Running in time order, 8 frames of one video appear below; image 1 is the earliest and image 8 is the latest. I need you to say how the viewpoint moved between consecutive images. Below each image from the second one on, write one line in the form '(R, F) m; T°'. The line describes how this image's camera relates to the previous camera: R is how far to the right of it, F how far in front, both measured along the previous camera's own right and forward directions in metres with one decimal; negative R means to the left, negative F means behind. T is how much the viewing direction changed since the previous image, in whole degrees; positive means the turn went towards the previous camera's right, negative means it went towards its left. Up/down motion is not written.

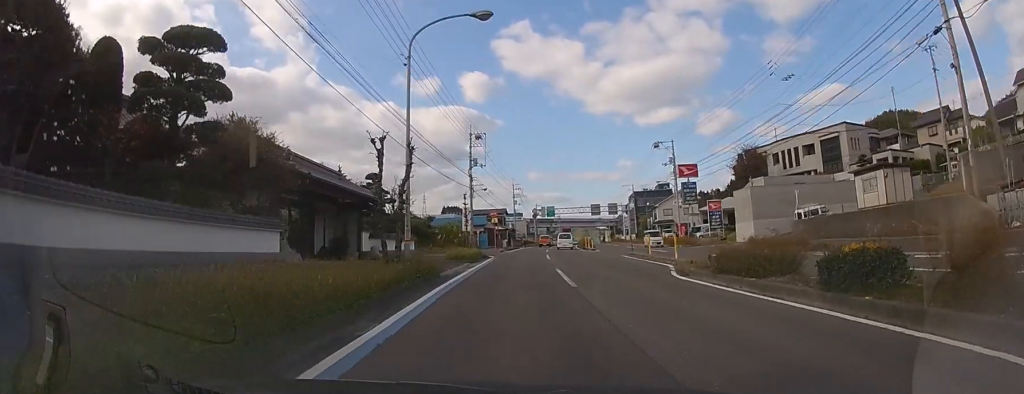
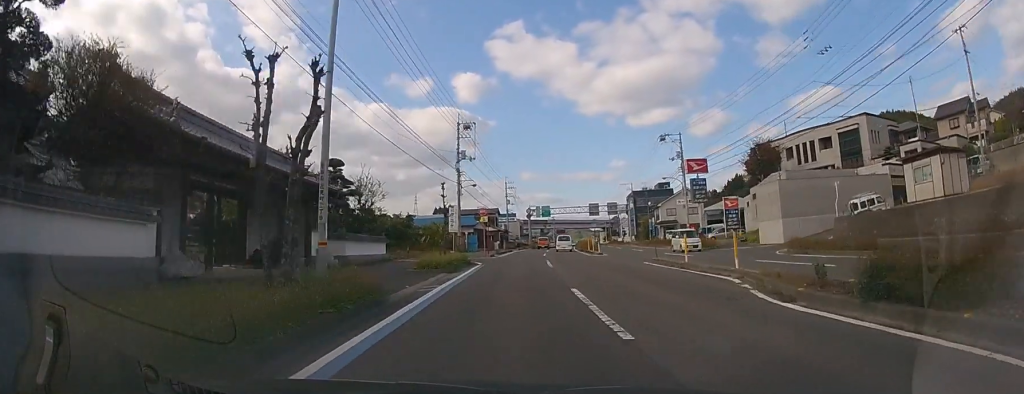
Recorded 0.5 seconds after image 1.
(0.0, +6.5) m; +1°
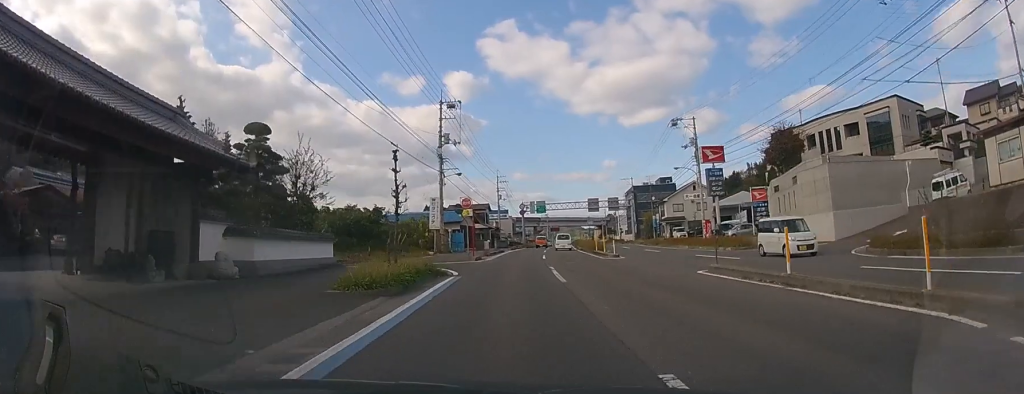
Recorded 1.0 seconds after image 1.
(+0.1, +7.4) m; +1°
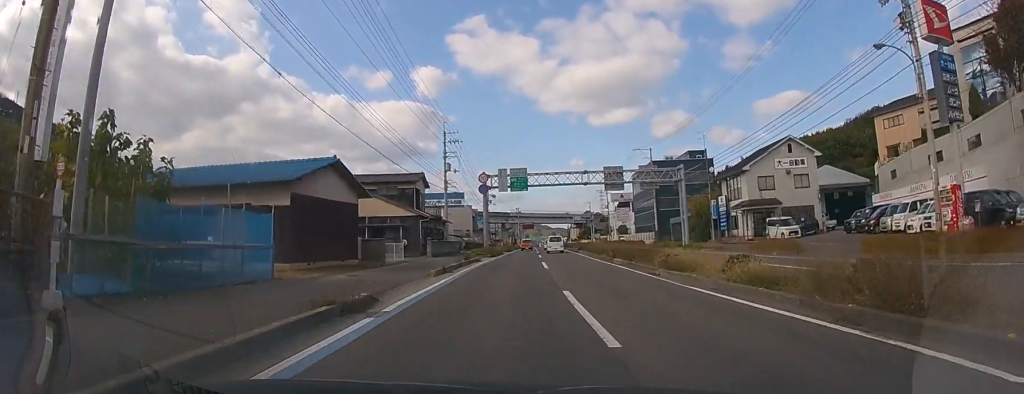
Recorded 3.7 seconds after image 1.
(+1.4, +37.8) m; +4°
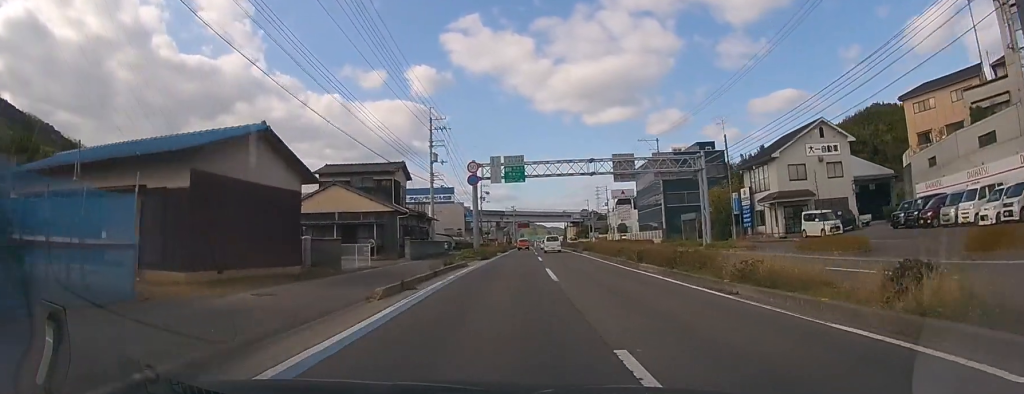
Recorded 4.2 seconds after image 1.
(+0.1, +6.6) m; +1°
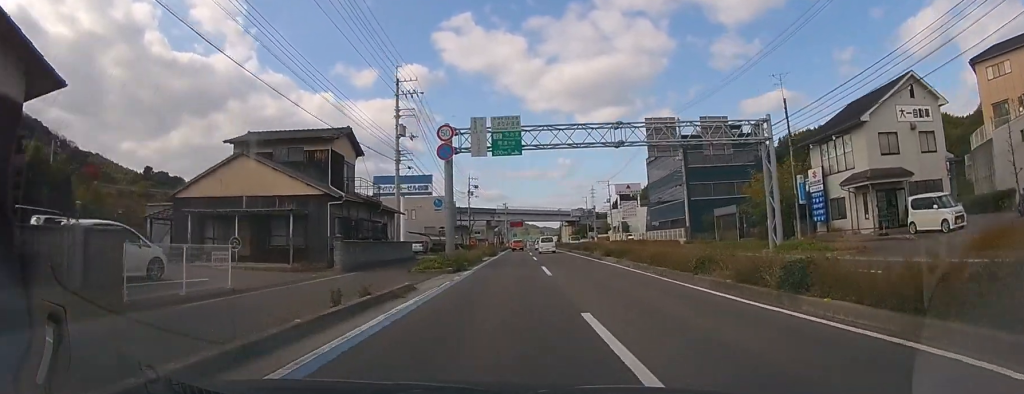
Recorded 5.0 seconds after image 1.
(+0.1, +11.8) m; +1°
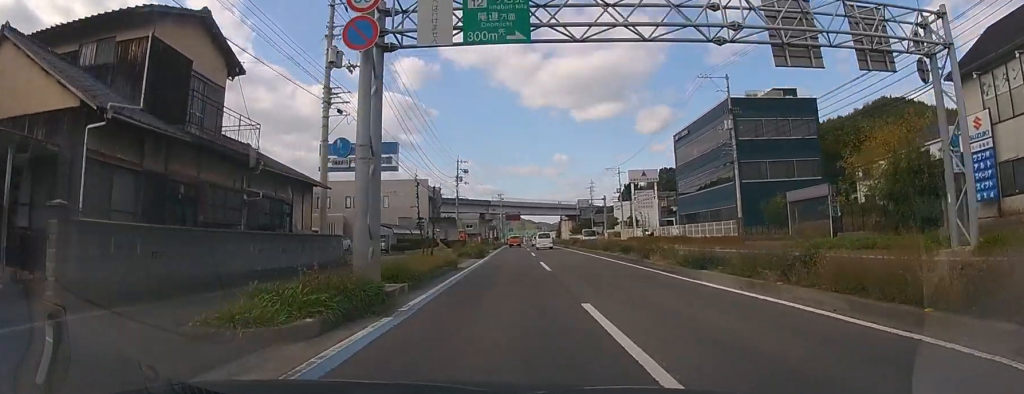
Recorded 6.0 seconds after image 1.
(+0.1, +14.3) m; +1°
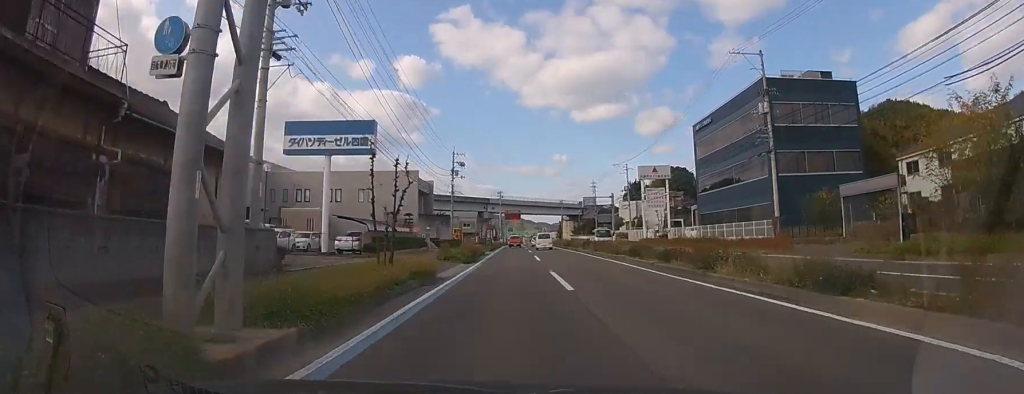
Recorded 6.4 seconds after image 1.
(0.0, +6.2) m; 0°
